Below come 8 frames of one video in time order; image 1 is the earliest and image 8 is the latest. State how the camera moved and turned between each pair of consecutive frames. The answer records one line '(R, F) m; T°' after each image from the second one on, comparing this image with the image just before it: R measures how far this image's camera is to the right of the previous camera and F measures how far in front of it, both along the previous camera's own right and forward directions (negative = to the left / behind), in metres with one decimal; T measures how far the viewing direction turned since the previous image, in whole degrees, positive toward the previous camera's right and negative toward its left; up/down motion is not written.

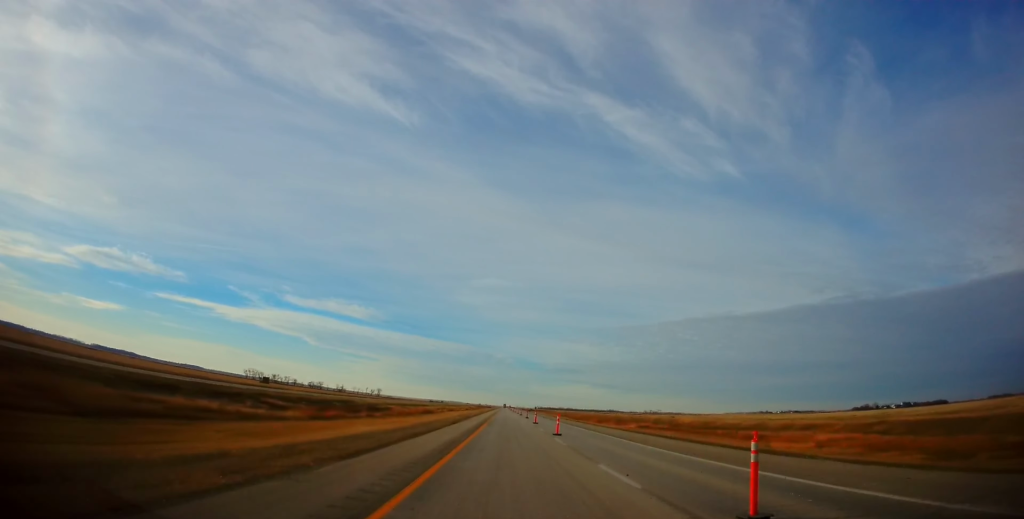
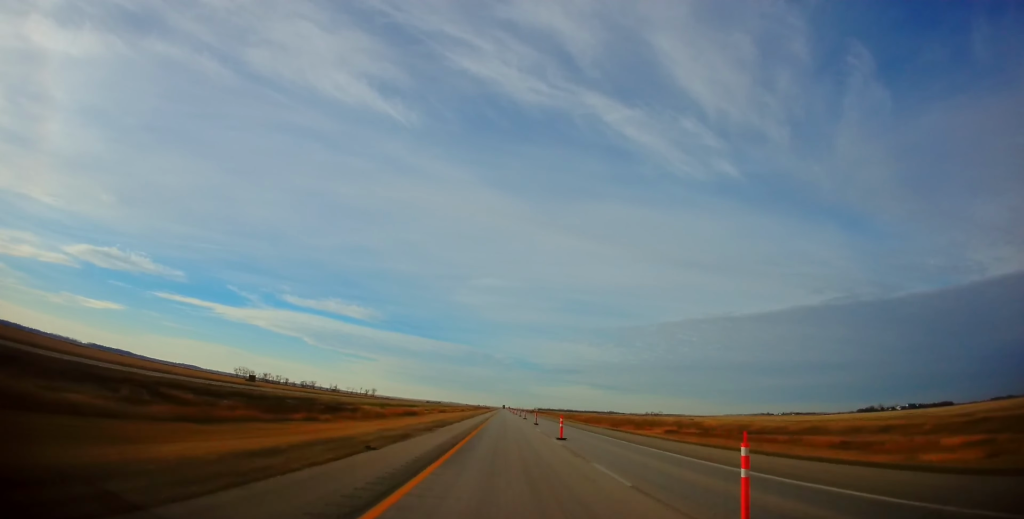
(+0.1, +24.1) m; 0°
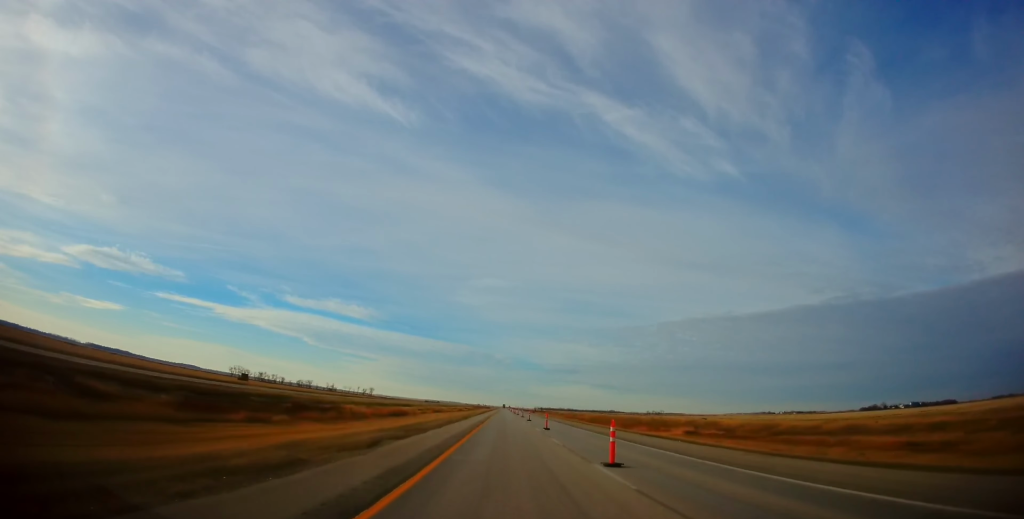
(0.0, +12.6) m; +1°
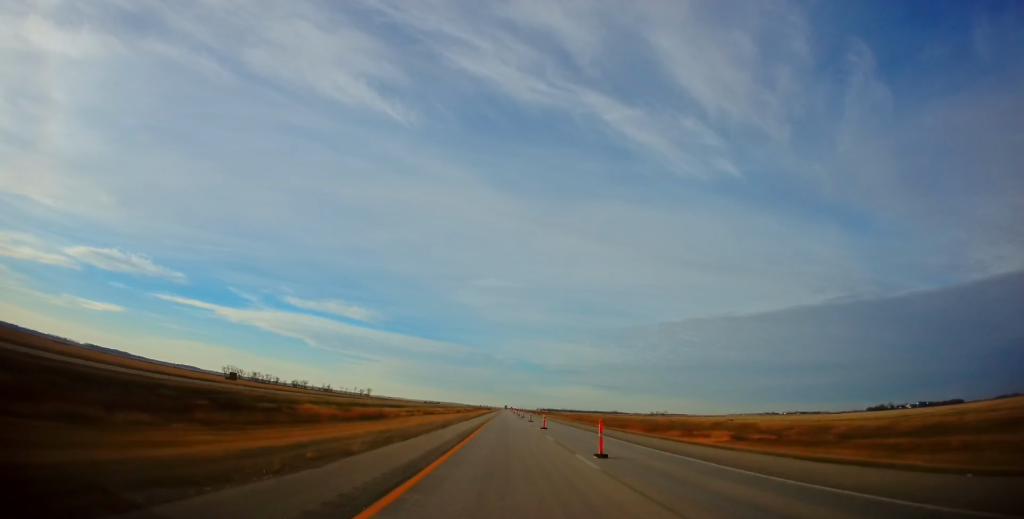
(+0.2, +20.8) m; 0°
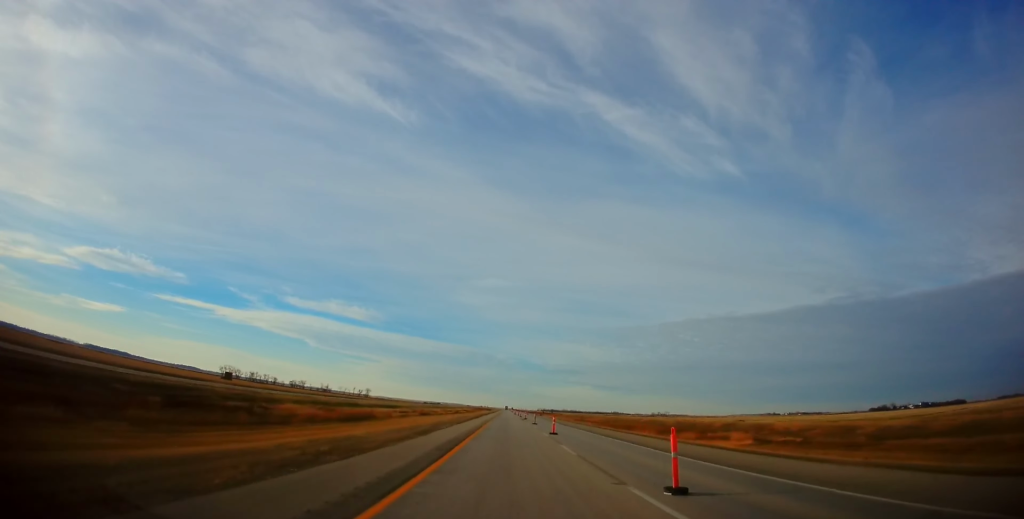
(+0.2, +7.6) m; 0°
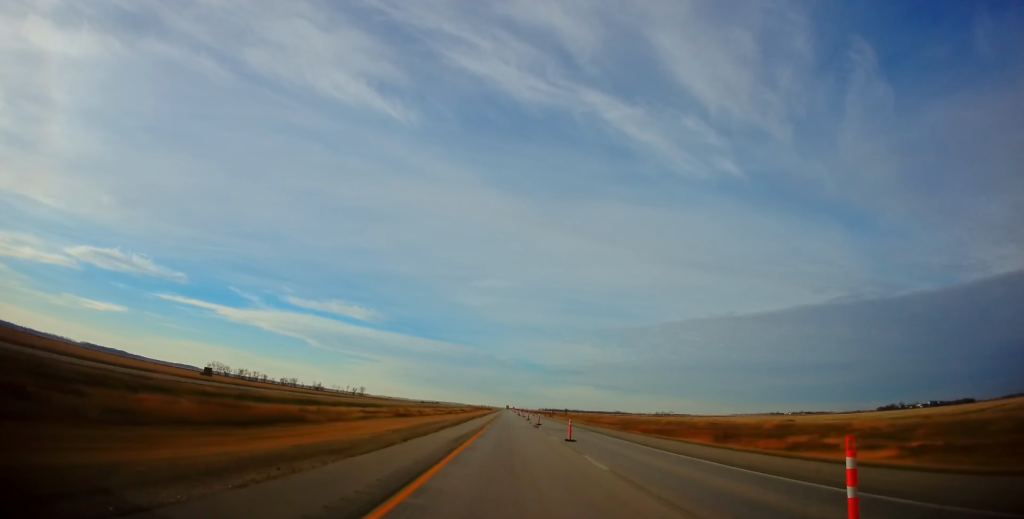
(-0.4, +28.8) m; -1°
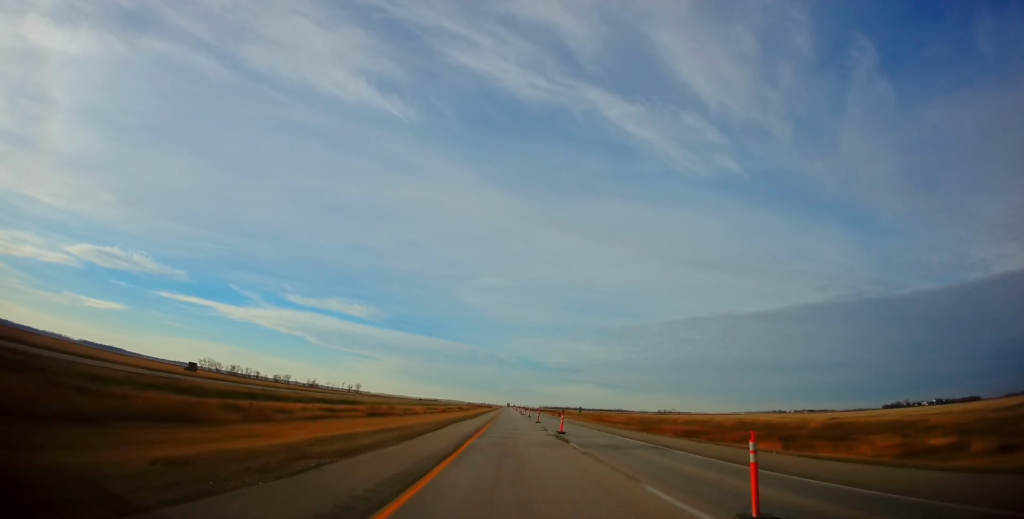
(-0.2, +19.5) m; -1°
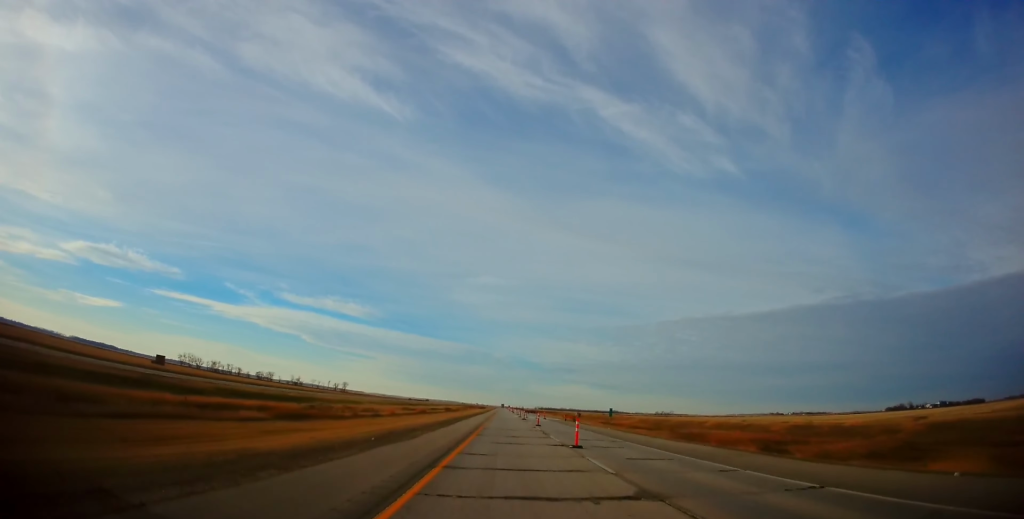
(+0.1, +29.7) m; +1°
